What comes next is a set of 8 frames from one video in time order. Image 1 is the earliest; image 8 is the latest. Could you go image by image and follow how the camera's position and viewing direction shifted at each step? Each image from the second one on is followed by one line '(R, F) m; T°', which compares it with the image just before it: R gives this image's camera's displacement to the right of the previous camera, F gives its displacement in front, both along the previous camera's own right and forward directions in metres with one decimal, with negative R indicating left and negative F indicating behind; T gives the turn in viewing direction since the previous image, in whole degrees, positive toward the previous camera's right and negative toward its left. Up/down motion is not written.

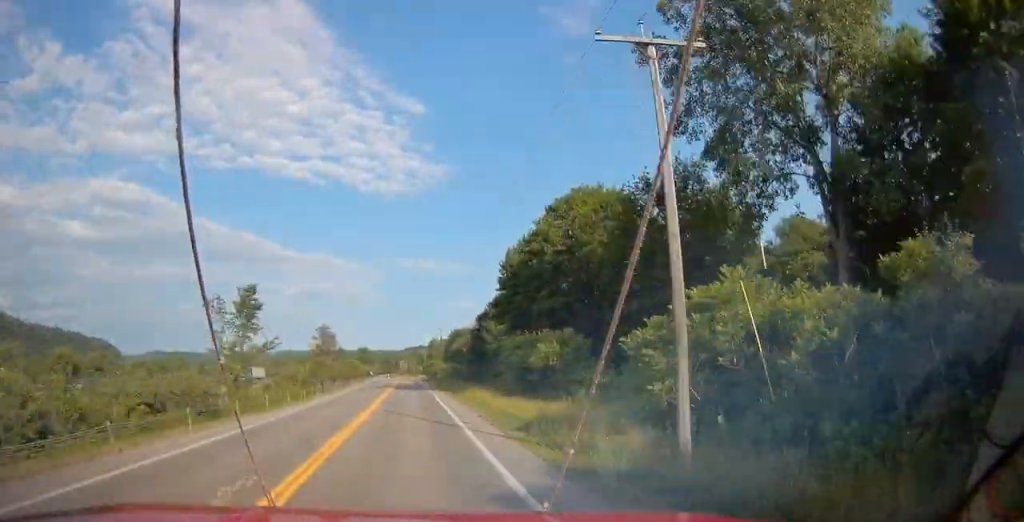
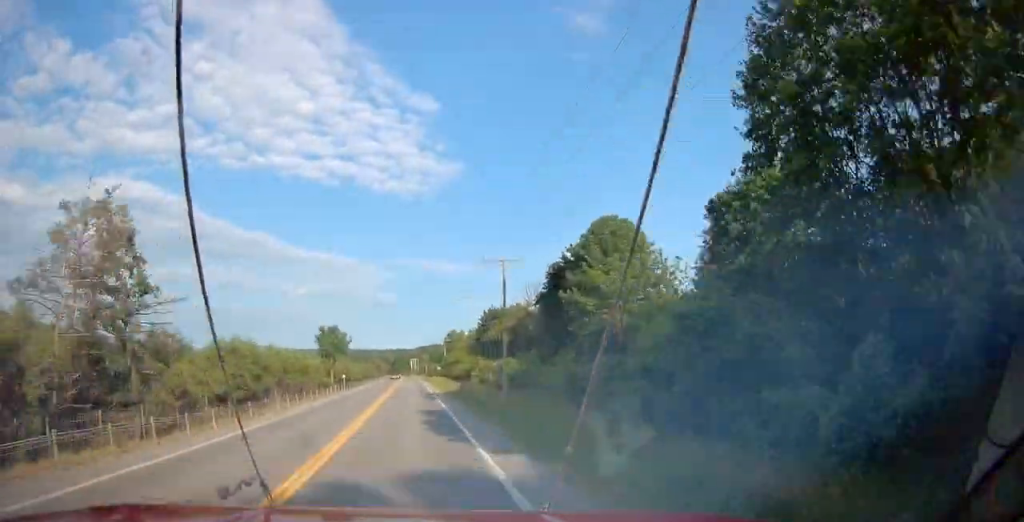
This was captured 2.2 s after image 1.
(-0.4, +54.4) m; -1°
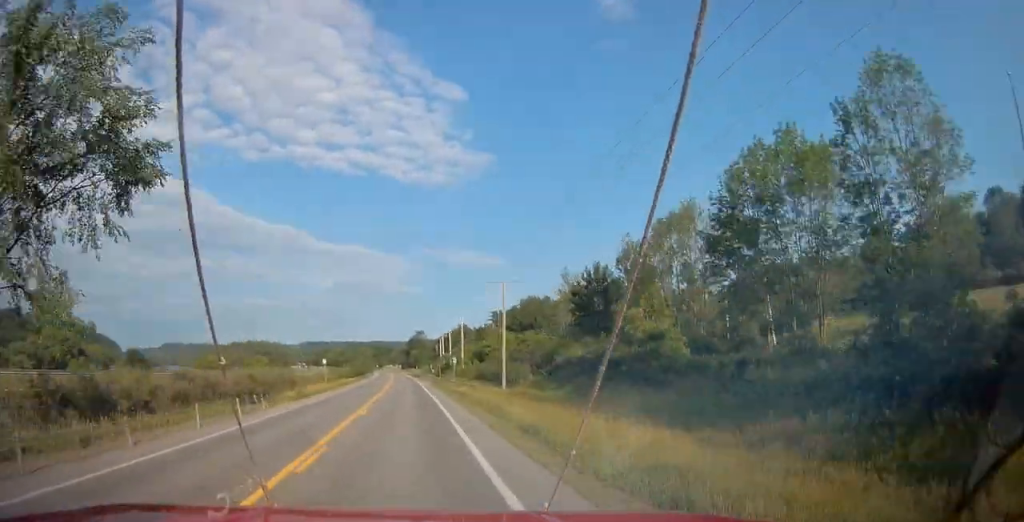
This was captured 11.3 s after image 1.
(-5.6, +232.4) m; -3°
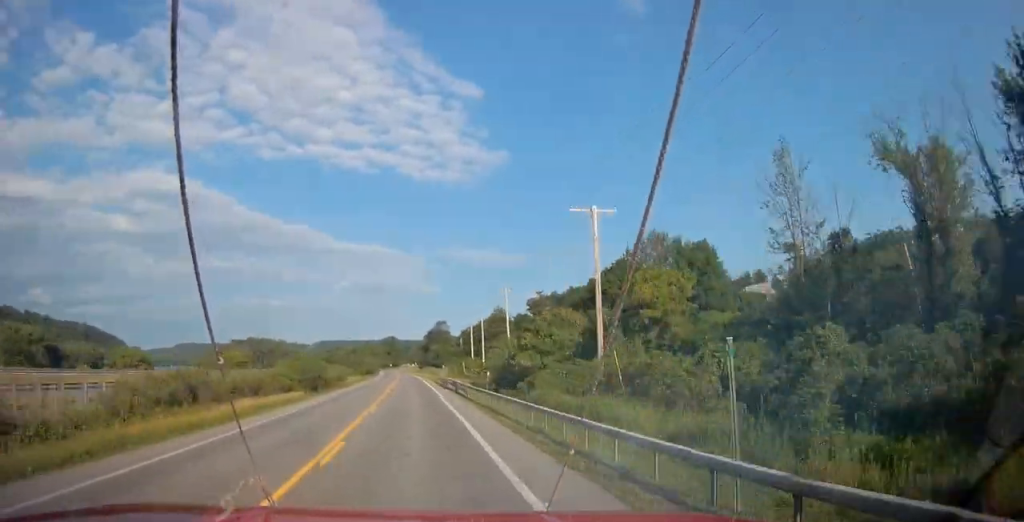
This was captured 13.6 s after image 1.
(-0.5, +59.3) m; -1°
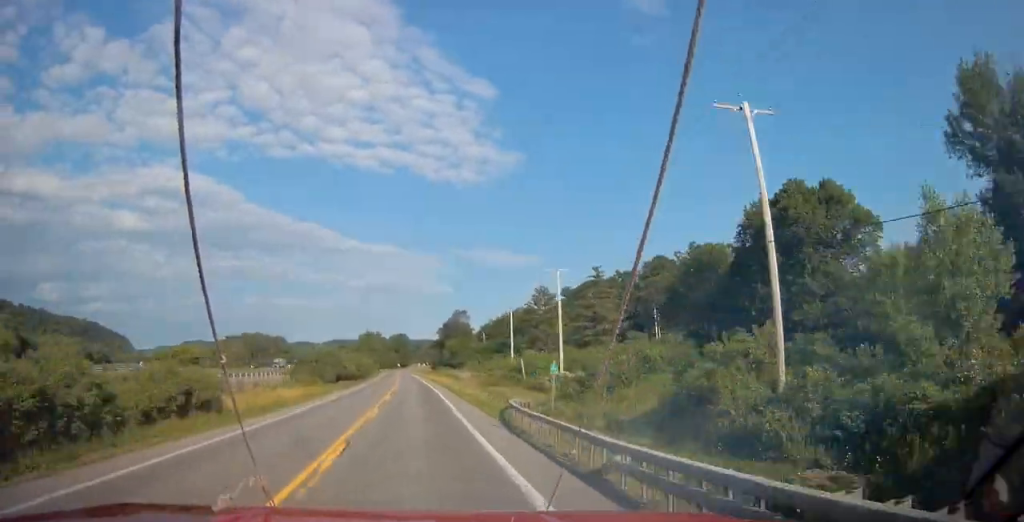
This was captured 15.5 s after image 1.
(-0.6, +48.9) m; -1°
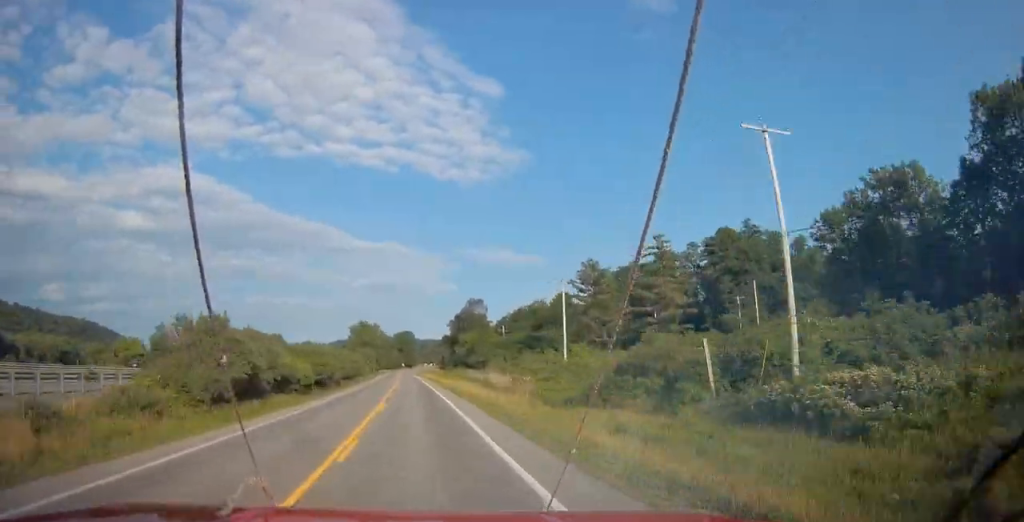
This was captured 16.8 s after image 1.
(-0.2, +33.5) m; -1°
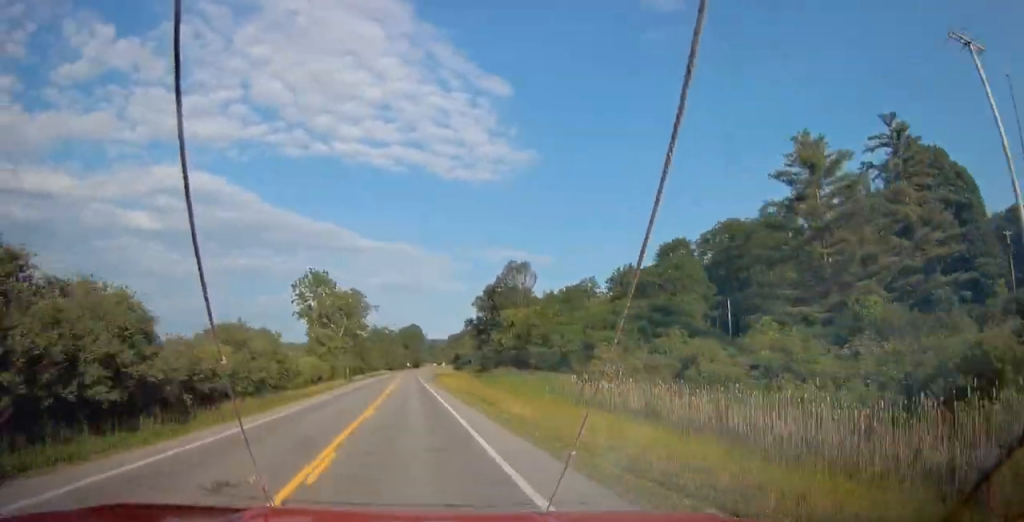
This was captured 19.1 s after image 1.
(-0.8, +59.1) m; -1°
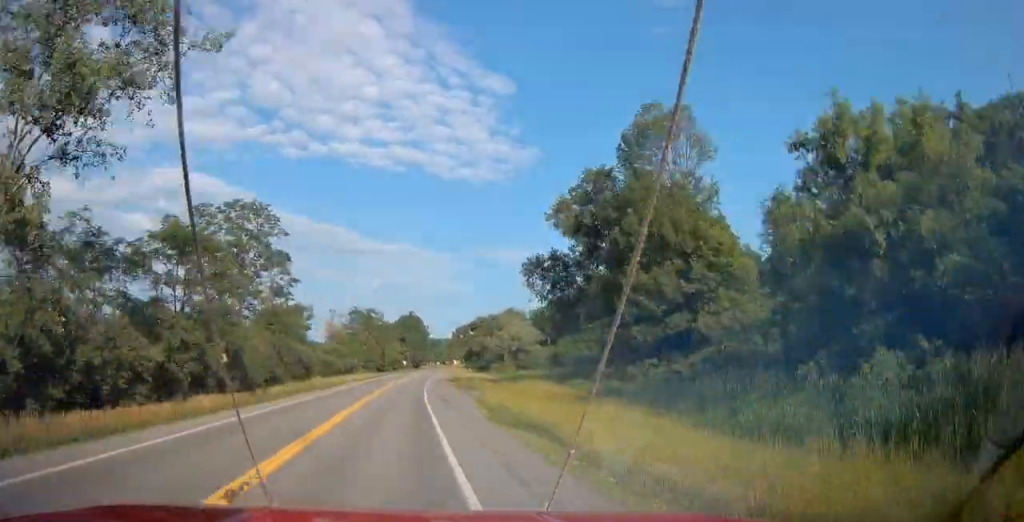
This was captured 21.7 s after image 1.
(-0.2, +66.8) m; 0°
